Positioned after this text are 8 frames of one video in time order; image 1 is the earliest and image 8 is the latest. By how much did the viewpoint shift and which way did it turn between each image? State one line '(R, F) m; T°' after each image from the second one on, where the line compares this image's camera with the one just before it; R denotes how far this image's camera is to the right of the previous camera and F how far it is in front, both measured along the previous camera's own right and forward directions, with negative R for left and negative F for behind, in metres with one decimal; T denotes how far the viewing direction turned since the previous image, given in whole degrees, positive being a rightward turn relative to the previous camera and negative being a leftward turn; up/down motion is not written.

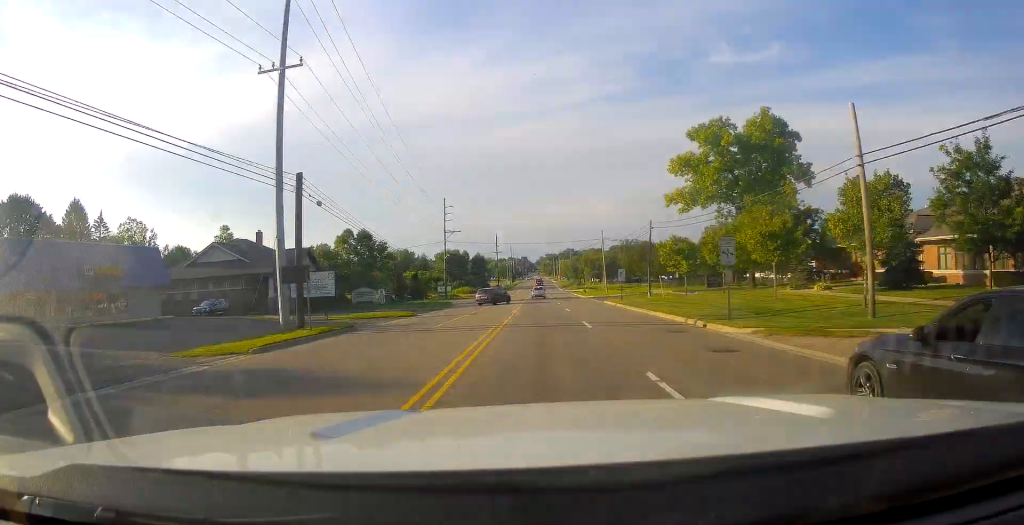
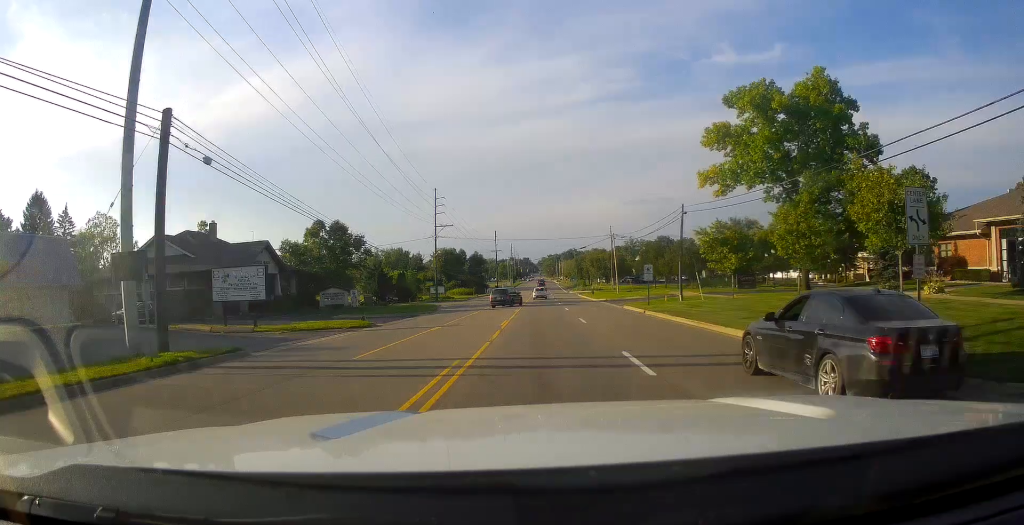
(+0.4, +11.8) m; +1°
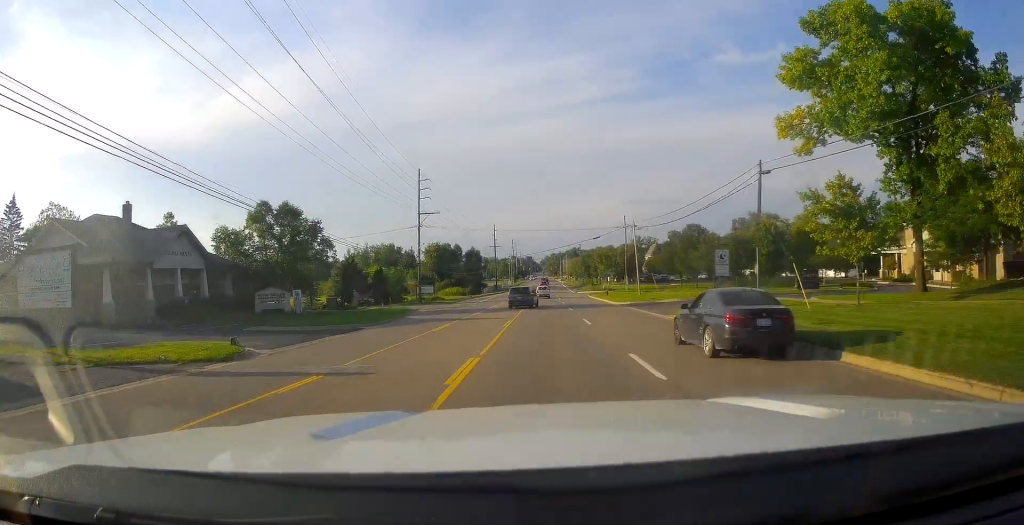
(+0.2, +15.6) m; 0°
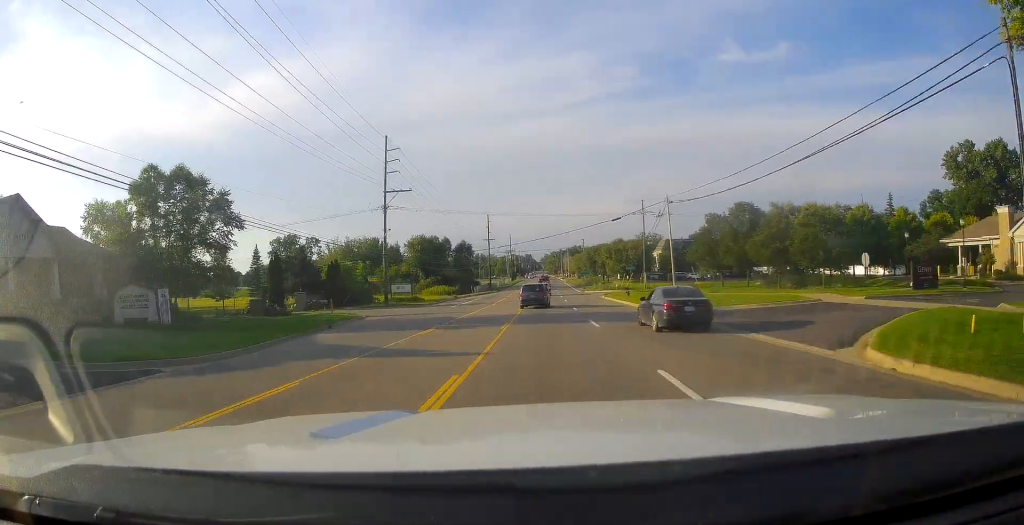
(-0.4, +18.1) m; -1°
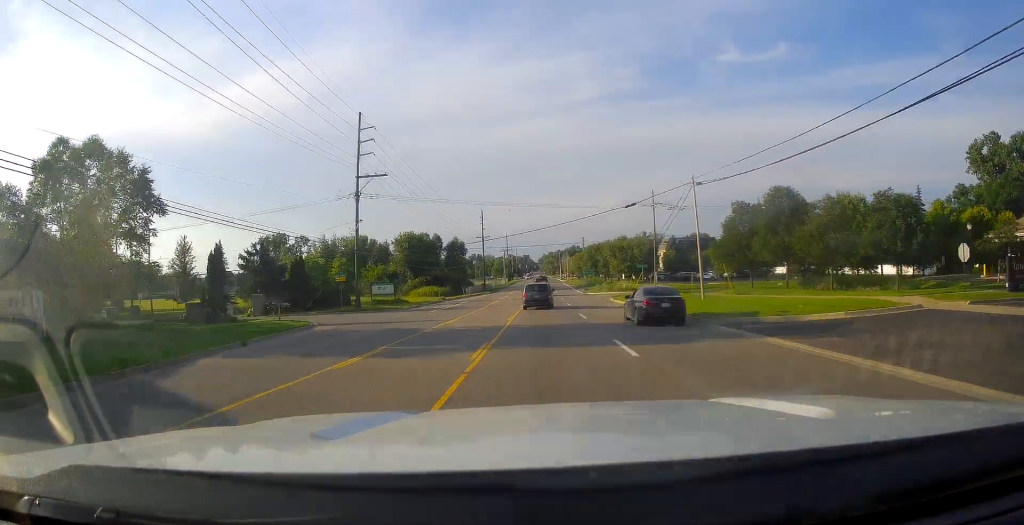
(-0.3, +9.4) m; +1°
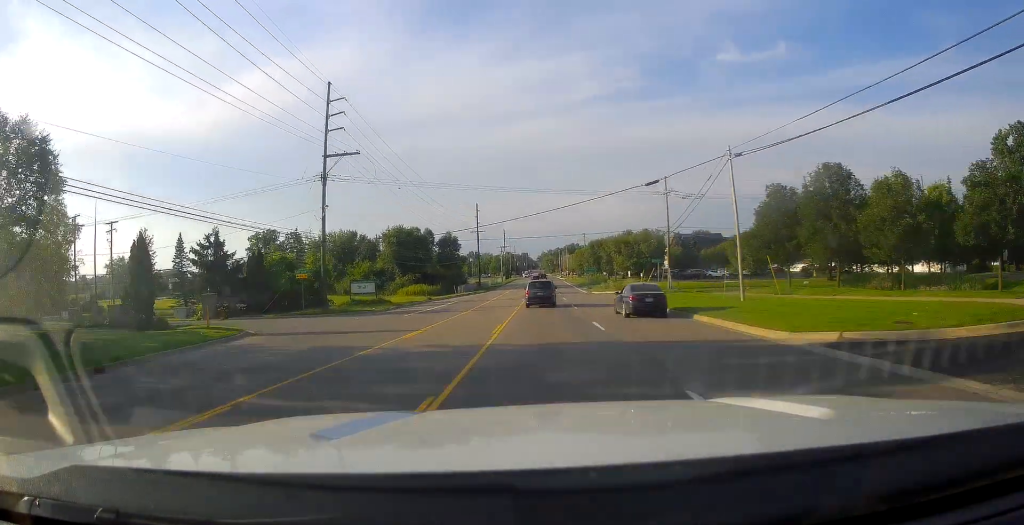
(+0.2, +8.6) m; +1°
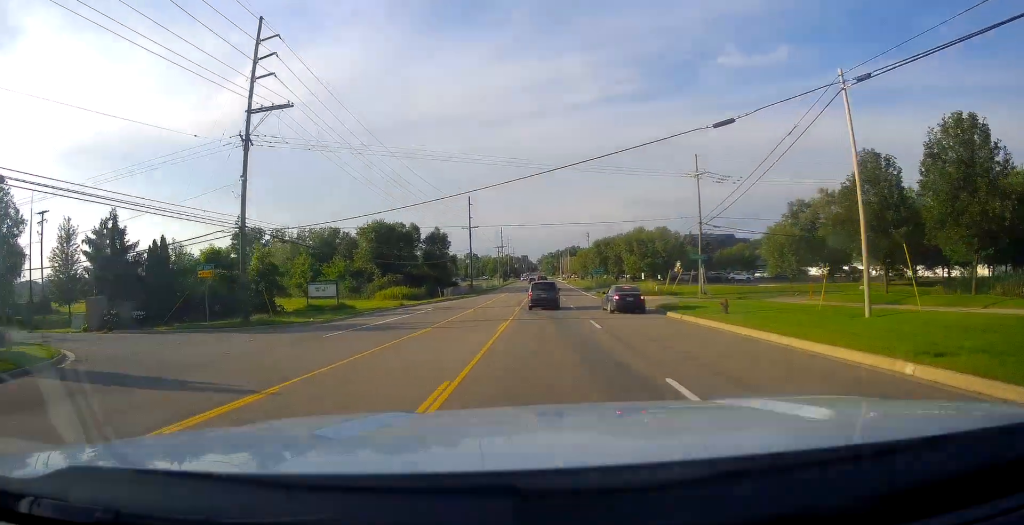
(+0.4, +14.1) m; +1°
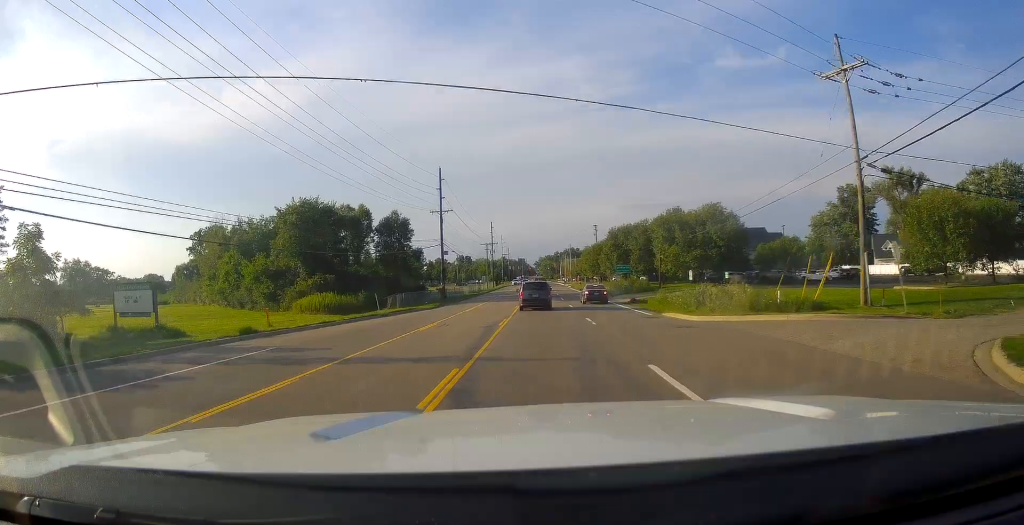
(0.0, +30.8) m; +1°
